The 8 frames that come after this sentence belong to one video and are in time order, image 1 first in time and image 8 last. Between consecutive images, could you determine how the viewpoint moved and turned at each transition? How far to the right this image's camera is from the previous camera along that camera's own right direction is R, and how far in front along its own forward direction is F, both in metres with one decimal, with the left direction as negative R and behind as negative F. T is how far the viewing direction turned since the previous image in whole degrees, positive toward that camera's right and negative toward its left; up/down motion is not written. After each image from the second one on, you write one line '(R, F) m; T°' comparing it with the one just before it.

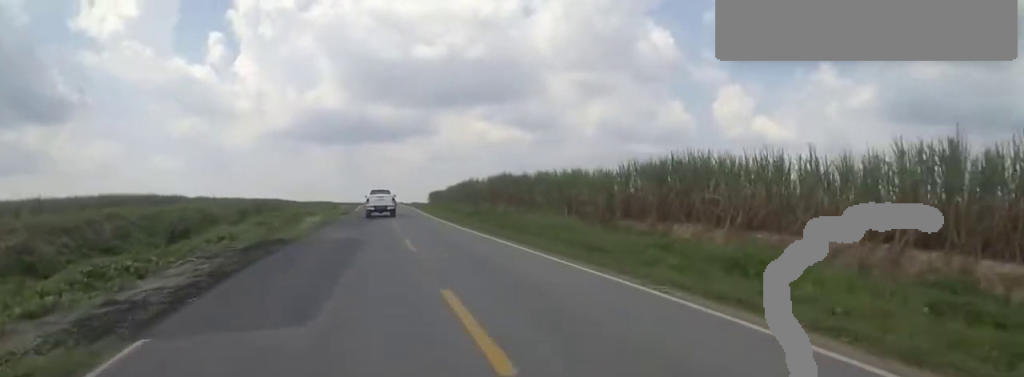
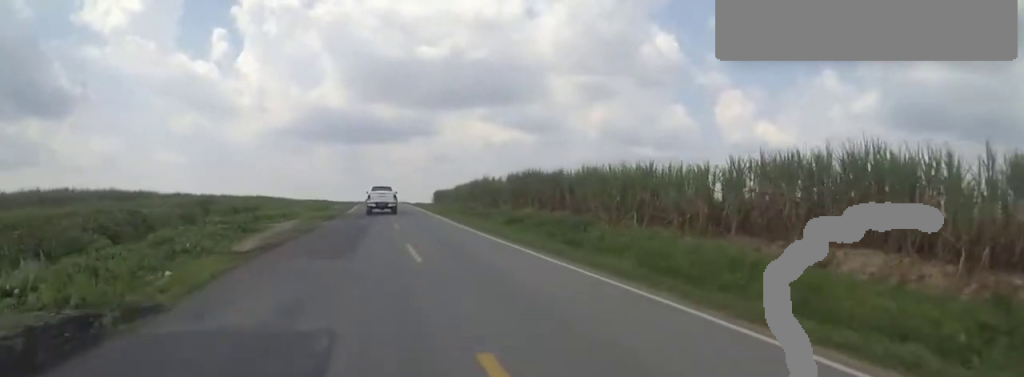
(-0.2, +10.8) m; -1°
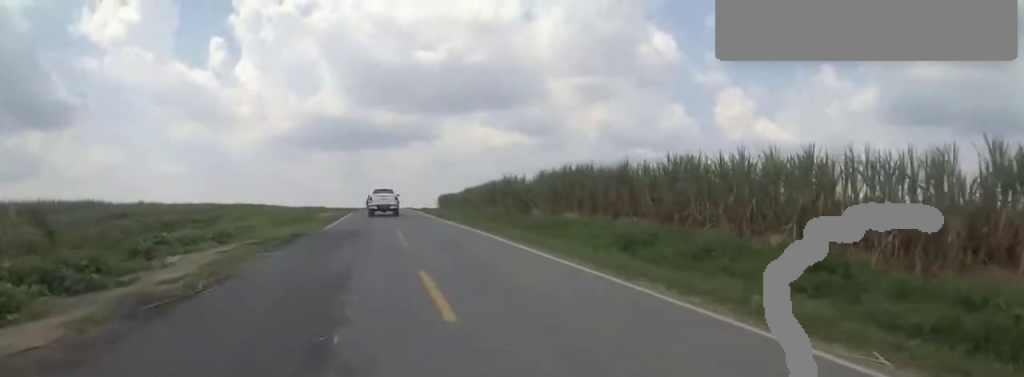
(-0.1, +12.3) m; -1°
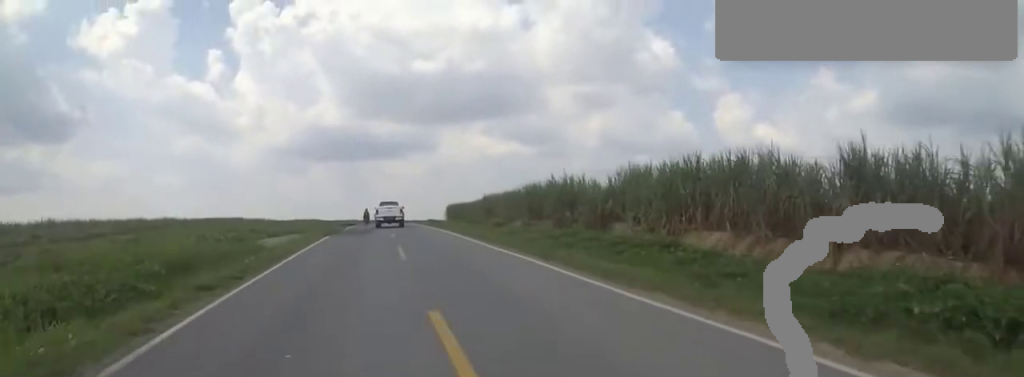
(-0.4, +18.9) m; -3°
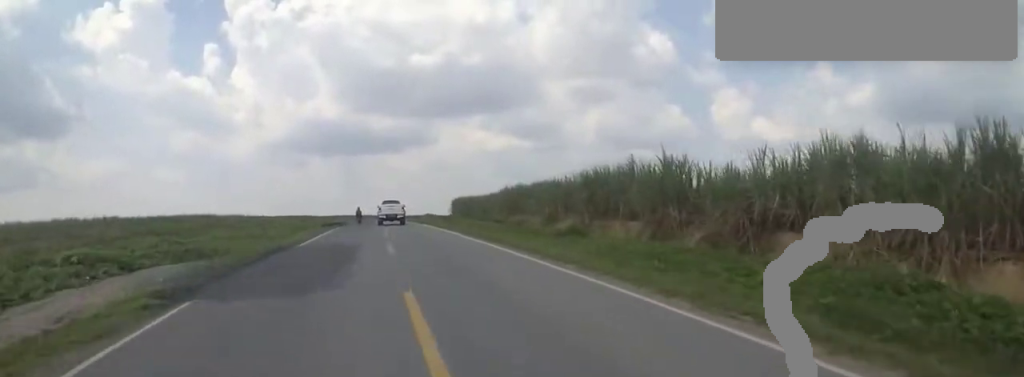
(-0.2, +16.5) m; -1°
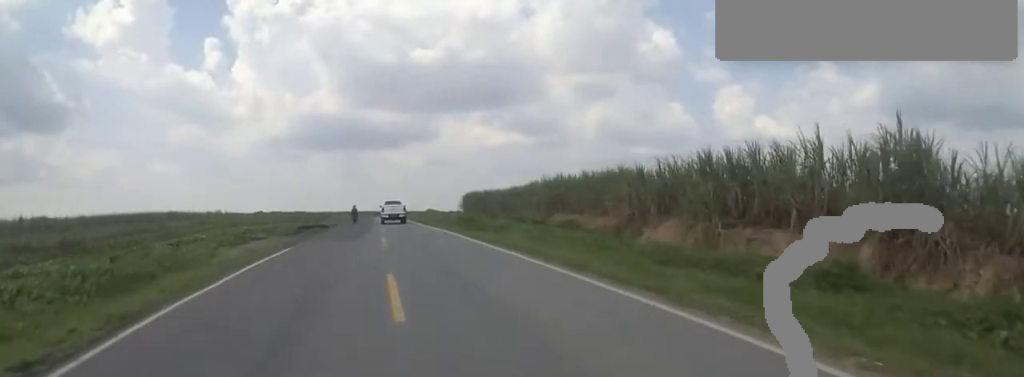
(0.0, +15.2) m; 0°
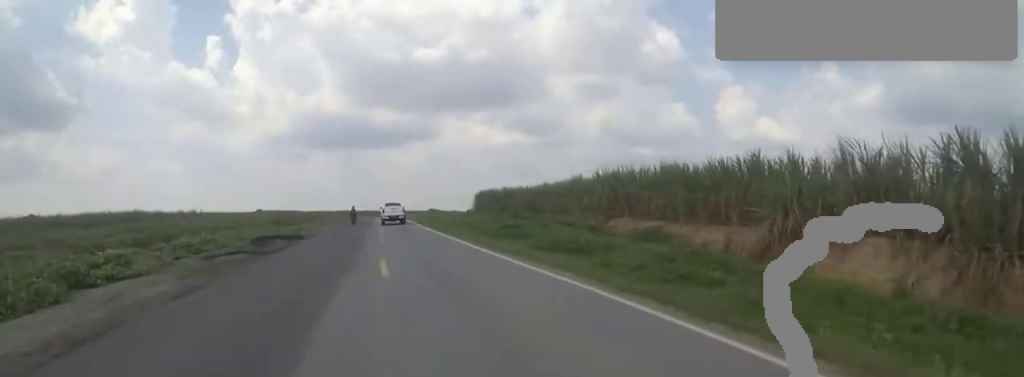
(0.0, +13.3) m; +2°
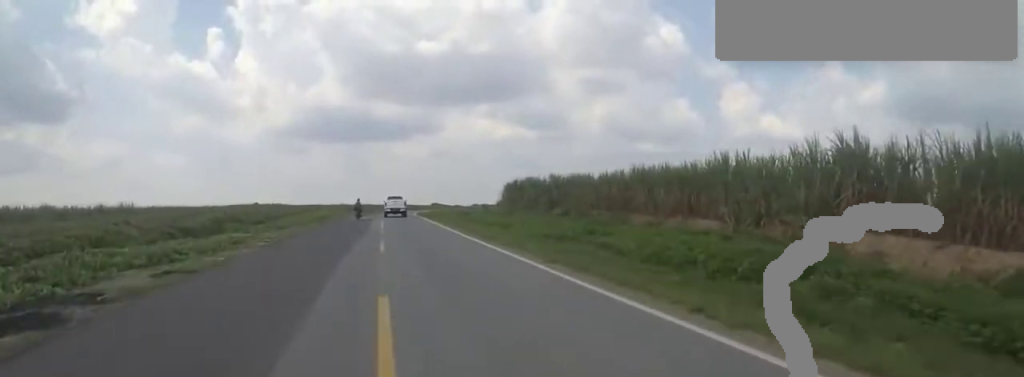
(+1.2, +22.1) m; -1°
